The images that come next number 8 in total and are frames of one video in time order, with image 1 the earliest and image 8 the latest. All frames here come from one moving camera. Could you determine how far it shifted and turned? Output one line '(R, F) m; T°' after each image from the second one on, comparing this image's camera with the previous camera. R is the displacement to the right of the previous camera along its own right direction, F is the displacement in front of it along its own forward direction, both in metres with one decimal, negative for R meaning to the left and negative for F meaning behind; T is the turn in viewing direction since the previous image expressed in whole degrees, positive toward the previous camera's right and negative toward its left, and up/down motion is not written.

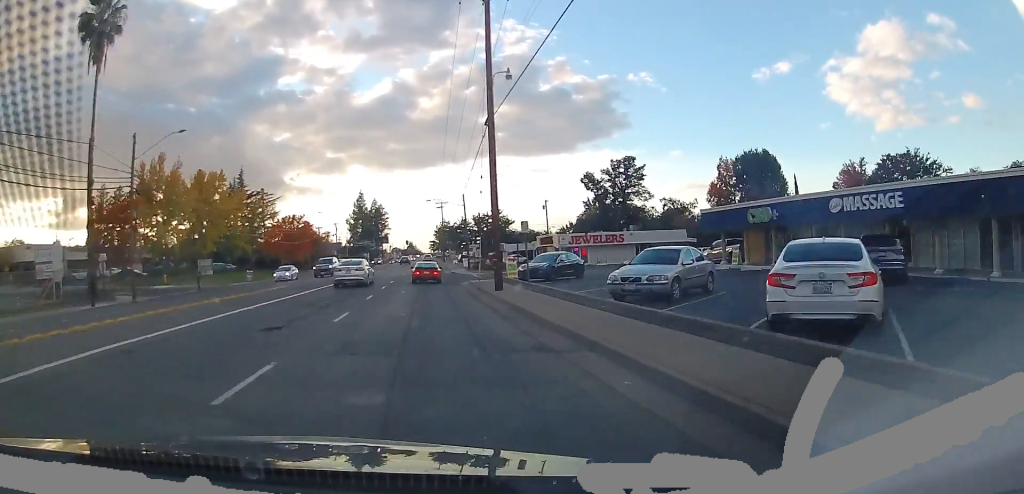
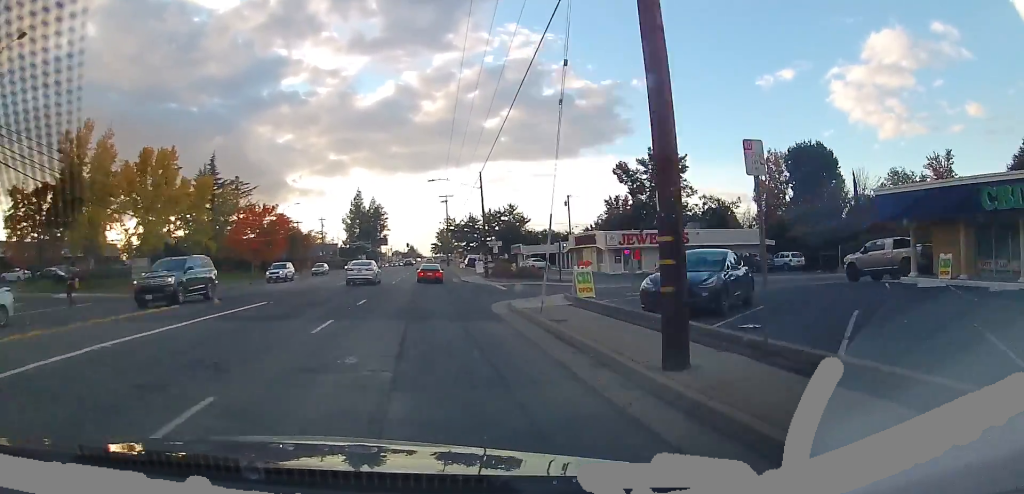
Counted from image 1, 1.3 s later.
(+0.2, +16.4) m; -1°
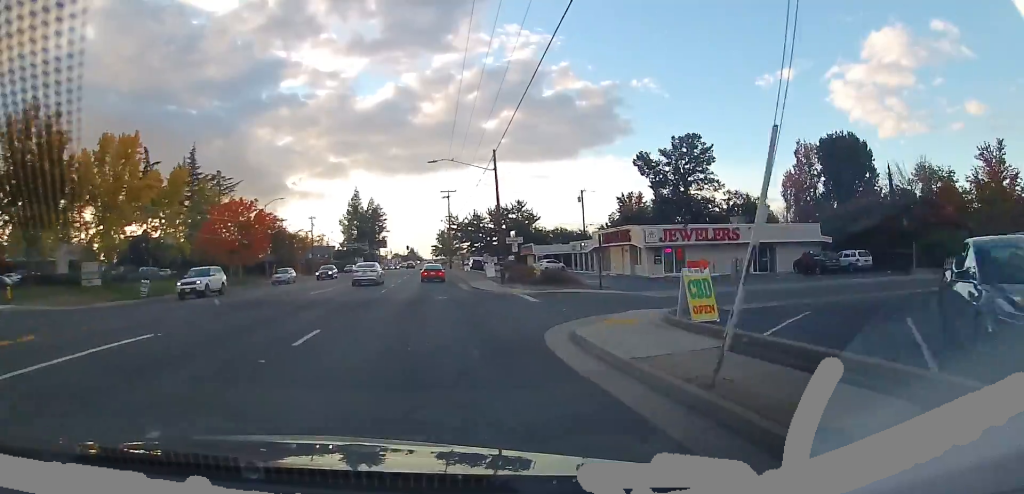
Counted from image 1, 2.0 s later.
(-0.2, +8.7) m; -1°
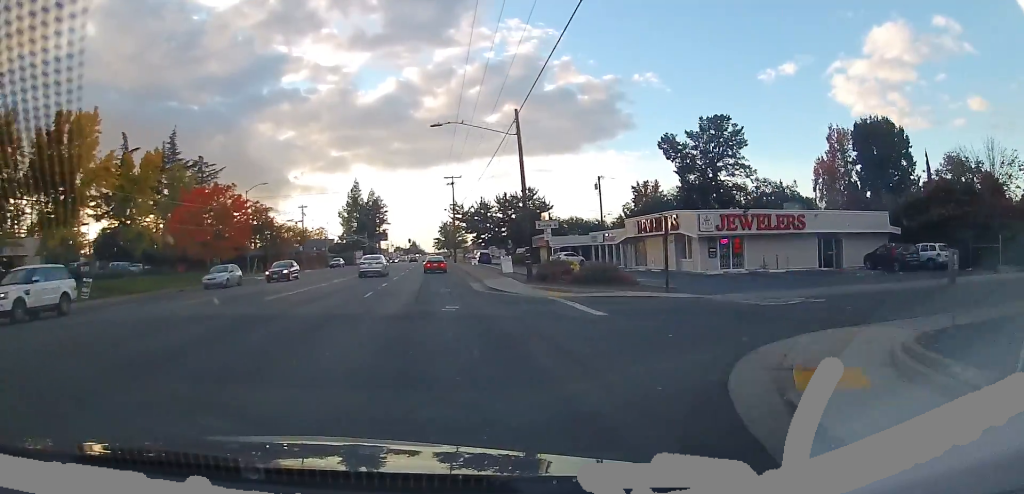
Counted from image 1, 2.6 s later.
(0.0, +8.1) m; 0°
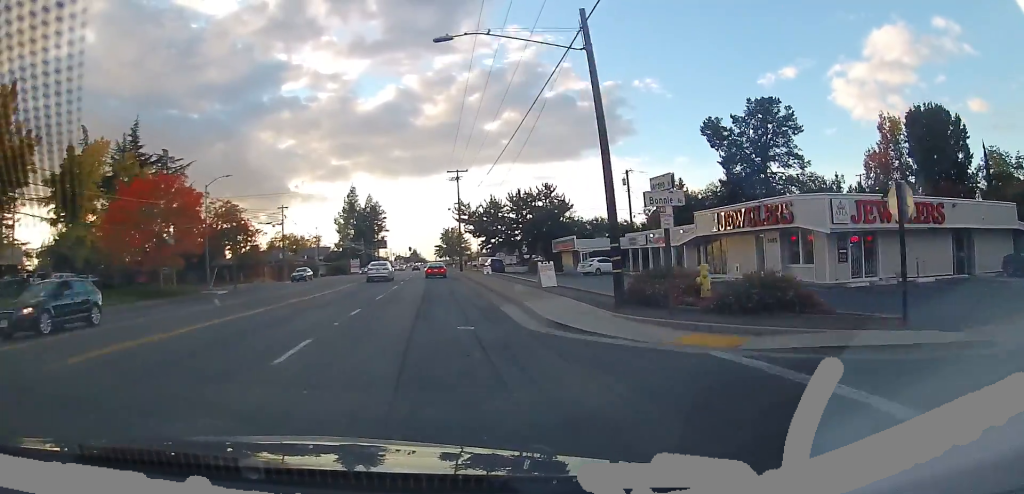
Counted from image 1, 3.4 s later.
(0.0, +11.9) m; 0°
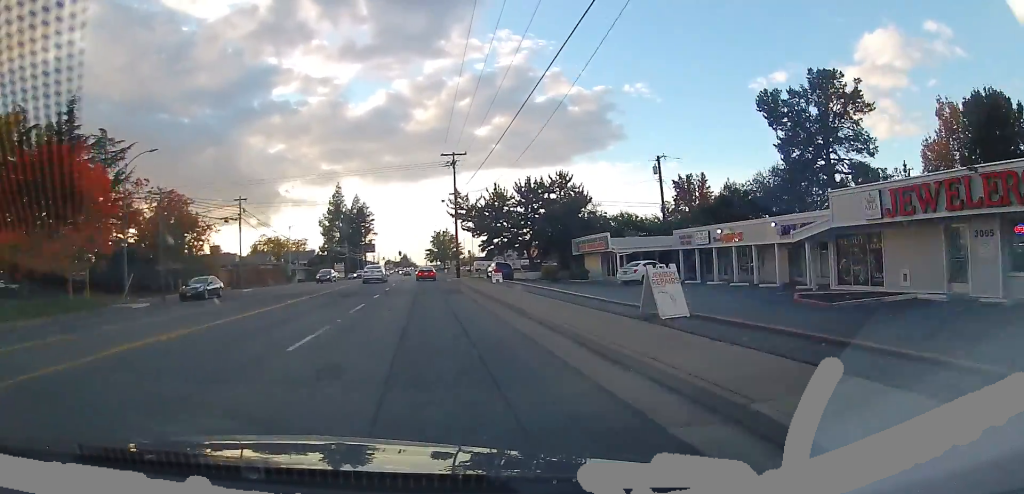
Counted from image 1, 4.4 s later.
(0.0, +13.0) m; 0°
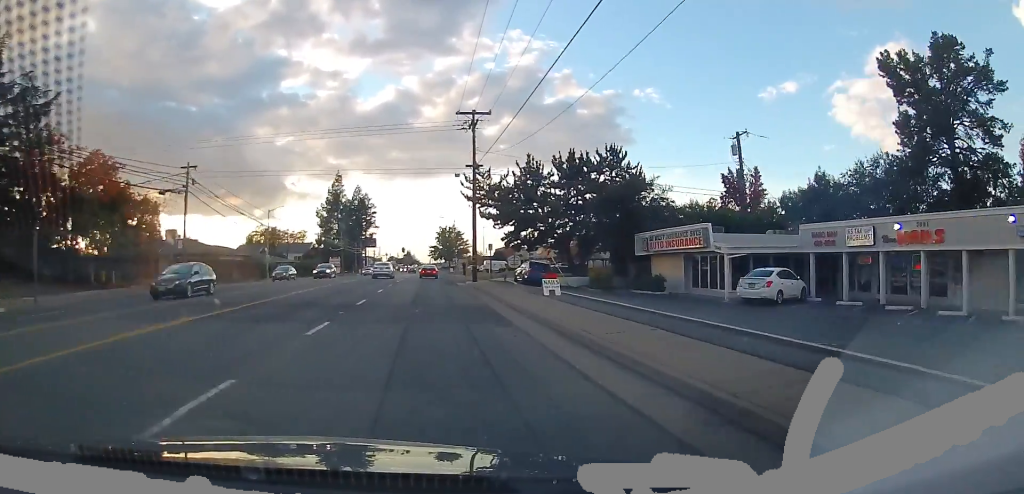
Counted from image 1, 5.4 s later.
(0.0, +14.8) m; 0°
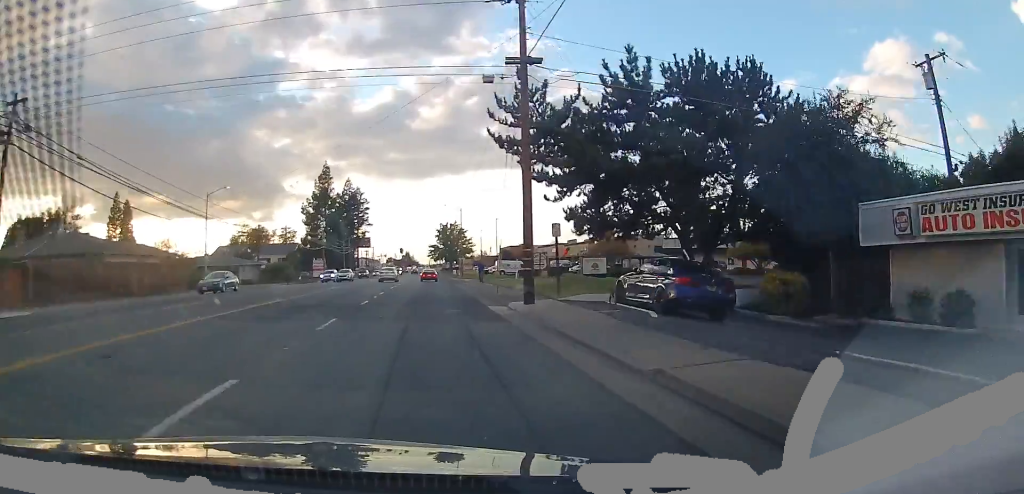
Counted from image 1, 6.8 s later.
(0.0, +21.3) m; +2°
